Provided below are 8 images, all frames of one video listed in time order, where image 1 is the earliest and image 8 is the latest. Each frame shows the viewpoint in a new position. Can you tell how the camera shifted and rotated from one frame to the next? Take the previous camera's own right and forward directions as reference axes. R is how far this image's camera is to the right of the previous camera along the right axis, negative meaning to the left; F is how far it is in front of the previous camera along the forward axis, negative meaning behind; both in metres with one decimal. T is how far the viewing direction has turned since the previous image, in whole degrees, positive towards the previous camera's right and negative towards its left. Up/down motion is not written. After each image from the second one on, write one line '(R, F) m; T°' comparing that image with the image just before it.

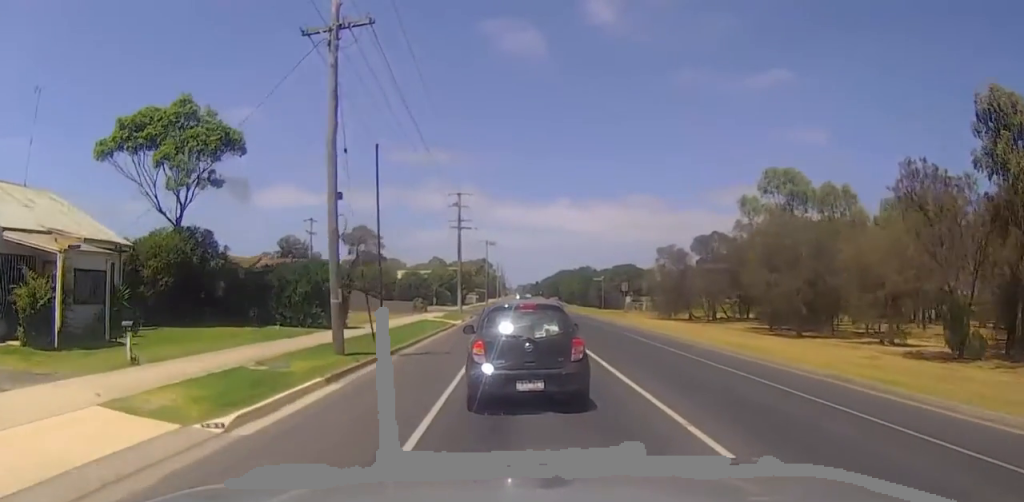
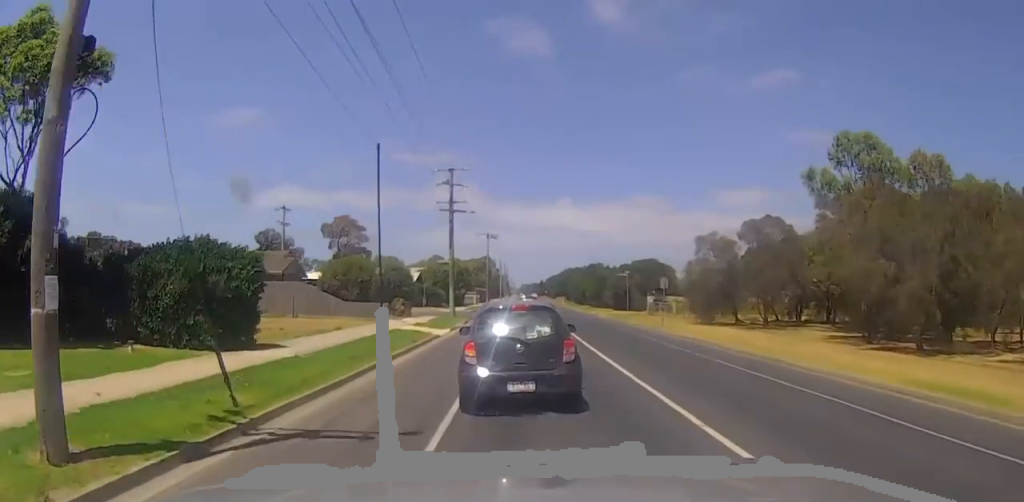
(+0.7, +11.7) m; -1°
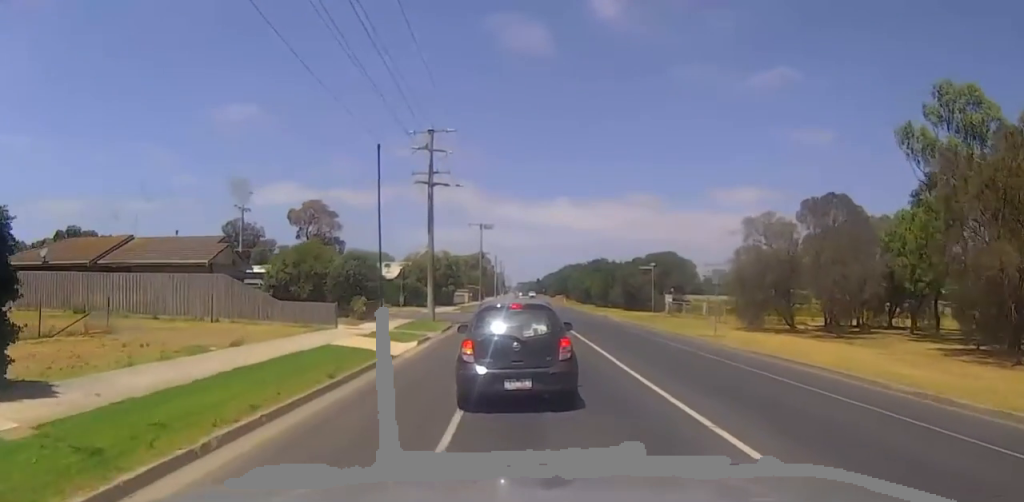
(-0.8, +10.6) m; -2°
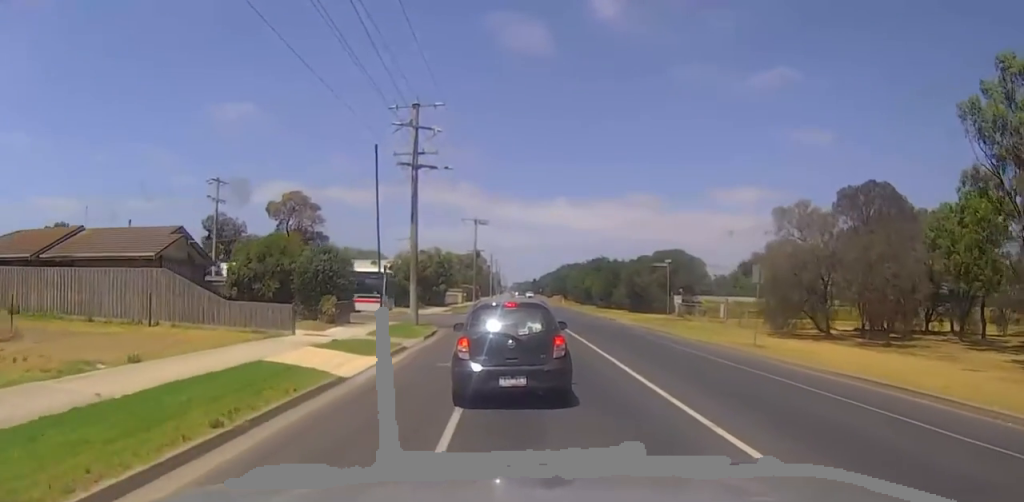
(0.0, +5.2) m; +1°
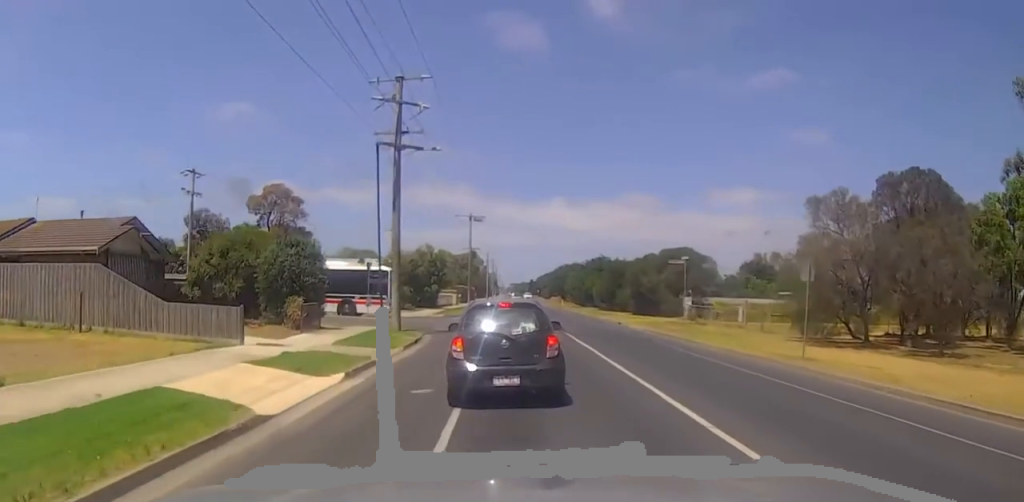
(+0.5, +4.5) m; +1°
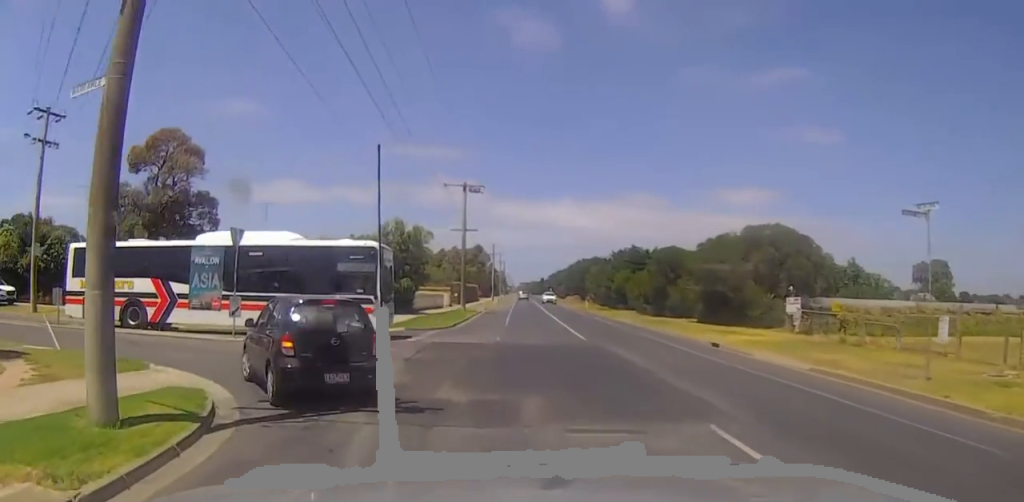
(-1.1, +22.1) m; -5°
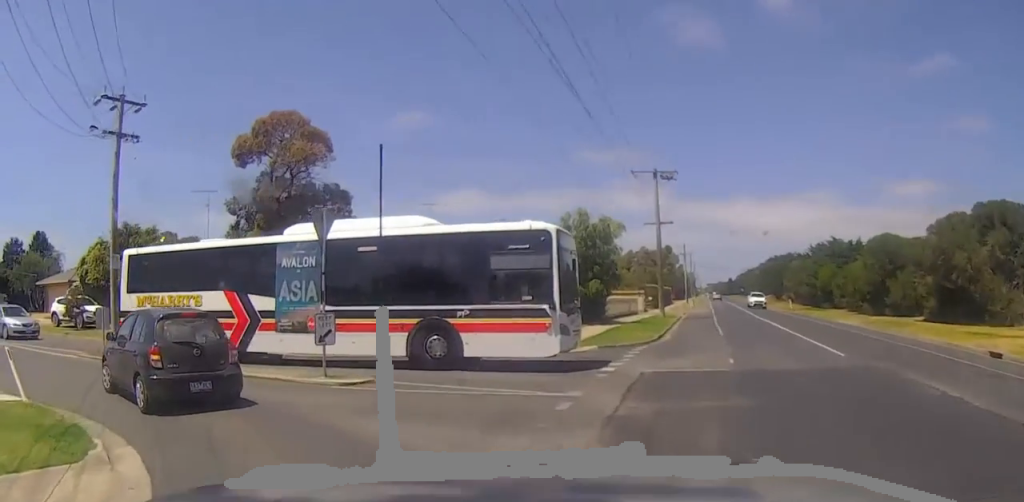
(-0.2, +8.5) m; -4°
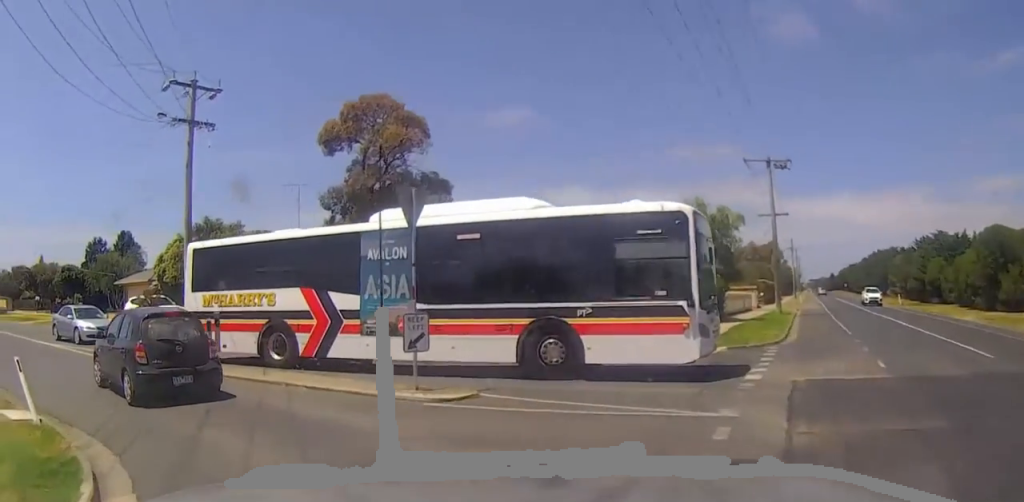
(-0.1, +2.7) m; -3°
